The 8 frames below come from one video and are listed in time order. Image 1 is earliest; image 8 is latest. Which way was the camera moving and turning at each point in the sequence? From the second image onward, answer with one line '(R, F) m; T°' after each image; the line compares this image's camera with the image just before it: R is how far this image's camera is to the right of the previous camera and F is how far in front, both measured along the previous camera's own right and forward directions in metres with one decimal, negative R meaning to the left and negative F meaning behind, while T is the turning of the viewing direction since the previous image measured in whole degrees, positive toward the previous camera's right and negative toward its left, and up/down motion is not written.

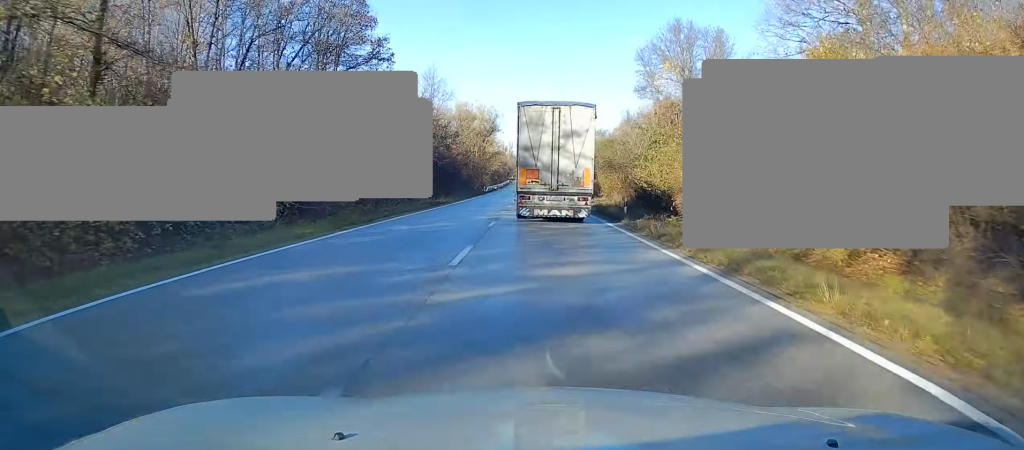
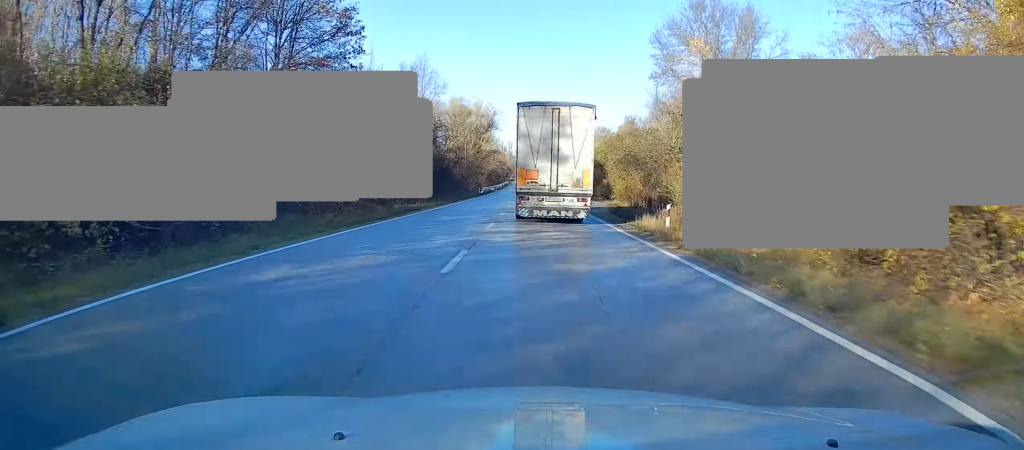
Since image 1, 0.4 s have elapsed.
(-0.1, +9.6) m; 0°
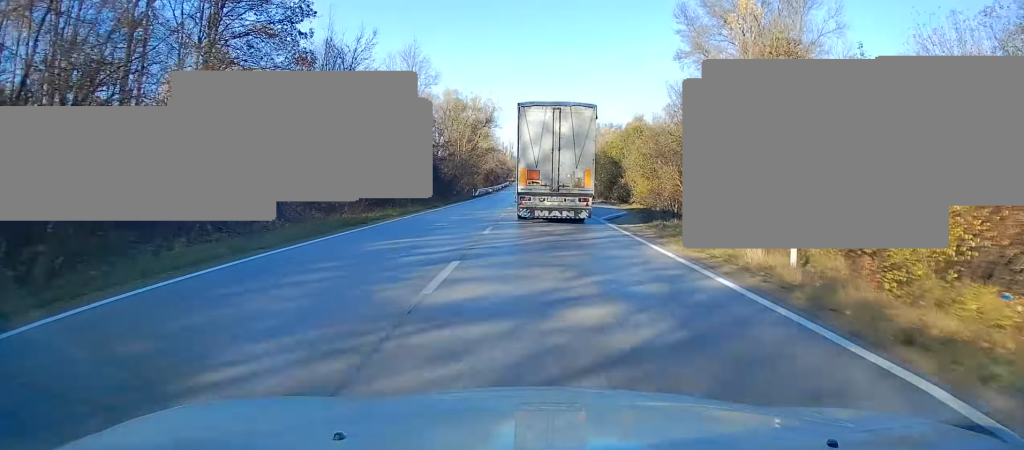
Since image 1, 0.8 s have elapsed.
(-0.2, +10.5) m; 0°
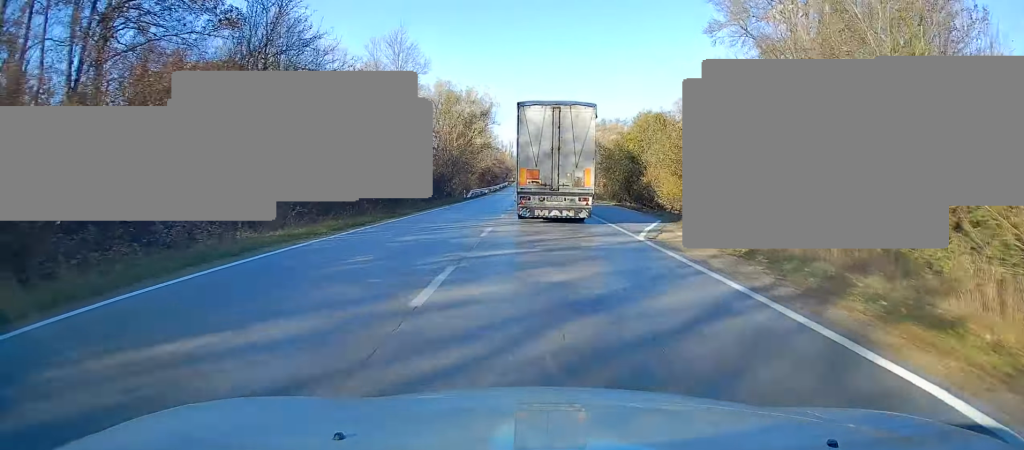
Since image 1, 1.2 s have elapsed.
(0.0, +9.7) m; 0°
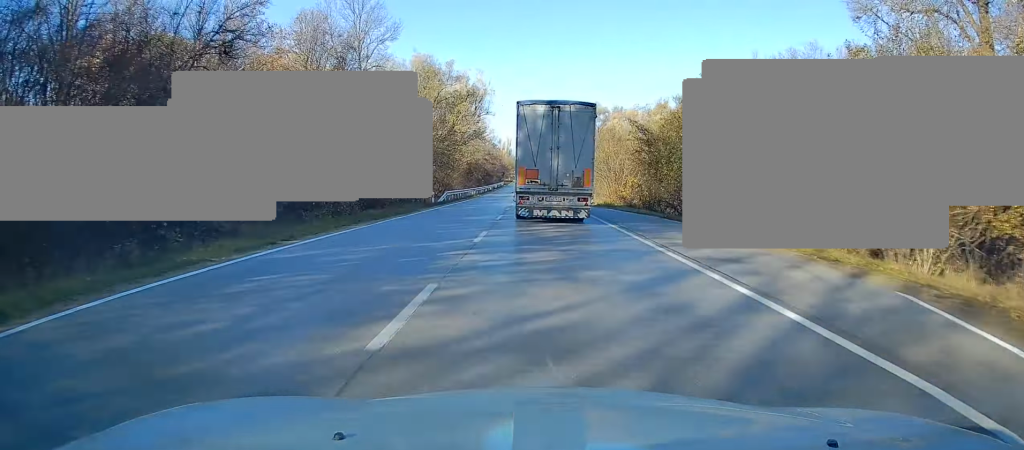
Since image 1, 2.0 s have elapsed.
(+0.2, +19.7) m; +2°
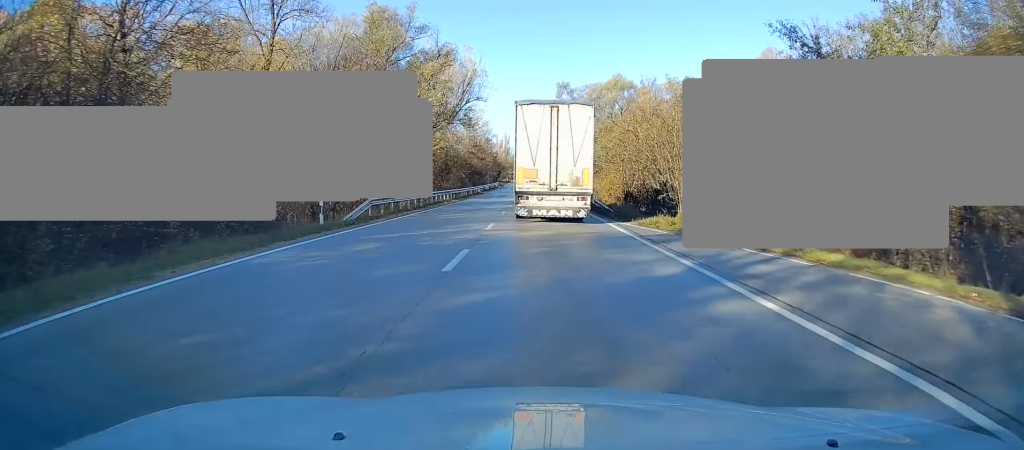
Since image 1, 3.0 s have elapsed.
(+0.4, +22.9) m; -1°
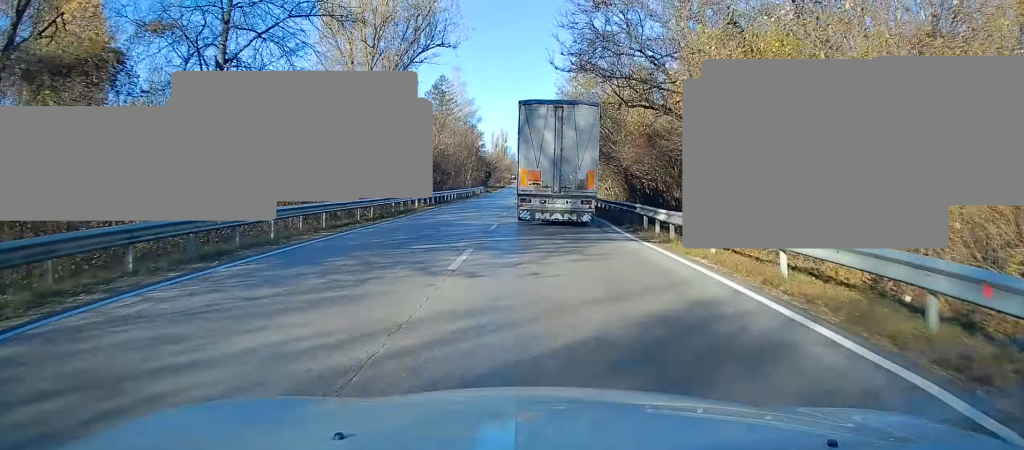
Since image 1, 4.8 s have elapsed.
(-0.3, +44.2) m; +1°
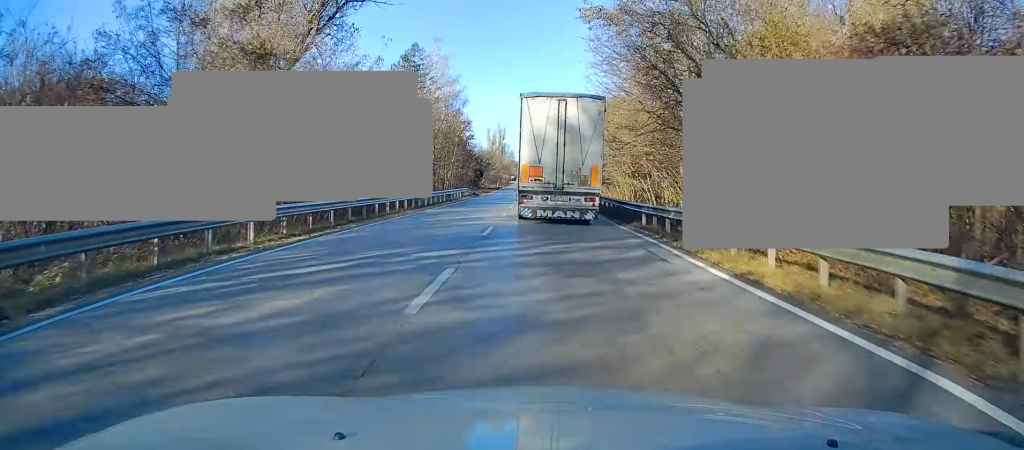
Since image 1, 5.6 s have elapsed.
(0.0, +21.3) m; -1°
